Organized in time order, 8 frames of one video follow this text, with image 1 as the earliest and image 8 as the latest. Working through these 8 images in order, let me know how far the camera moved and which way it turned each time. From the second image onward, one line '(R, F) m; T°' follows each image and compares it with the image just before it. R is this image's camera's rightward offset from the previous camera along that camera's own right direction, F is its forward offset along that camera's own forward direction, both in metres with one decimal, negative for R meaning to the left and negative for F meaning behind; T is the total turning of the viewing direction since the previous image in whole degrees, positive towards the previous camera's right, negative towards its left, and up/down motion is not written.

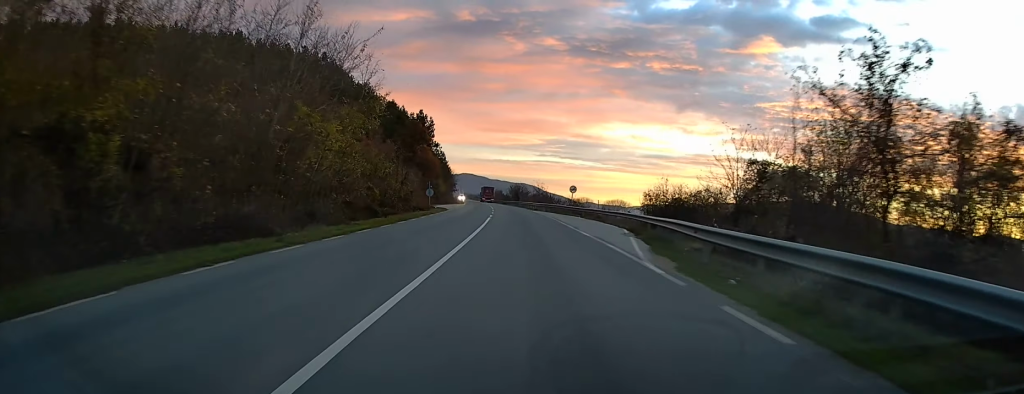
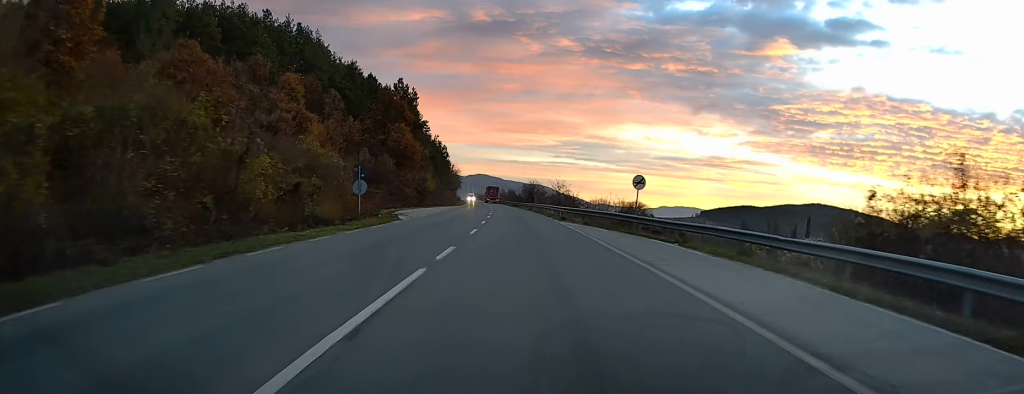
(0.0, +29.8) m; -1°
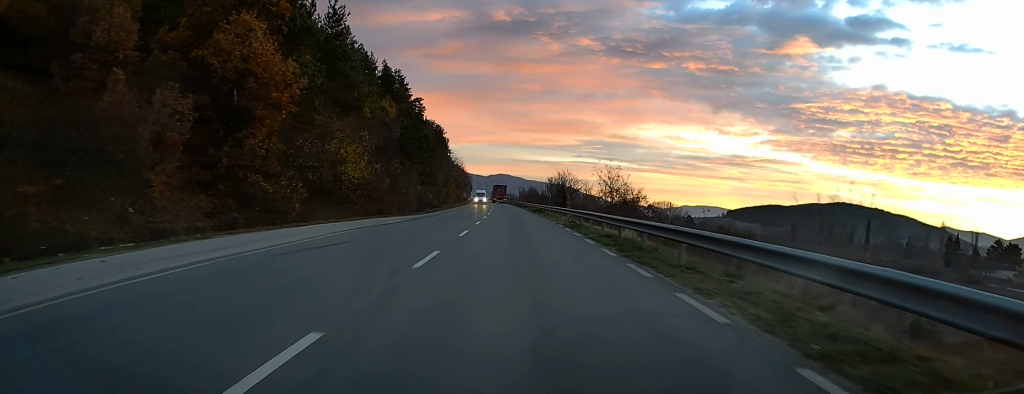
(-1.1, +46.5) m; -2°
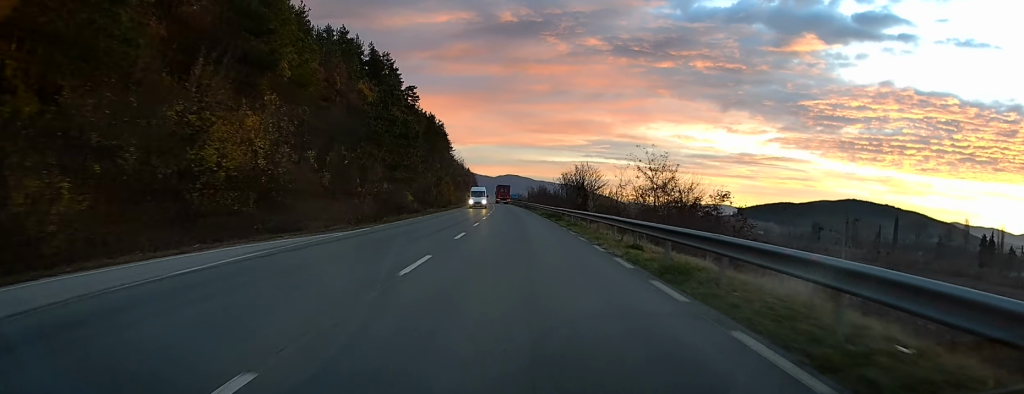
(0.0, +18.9) m; 0°
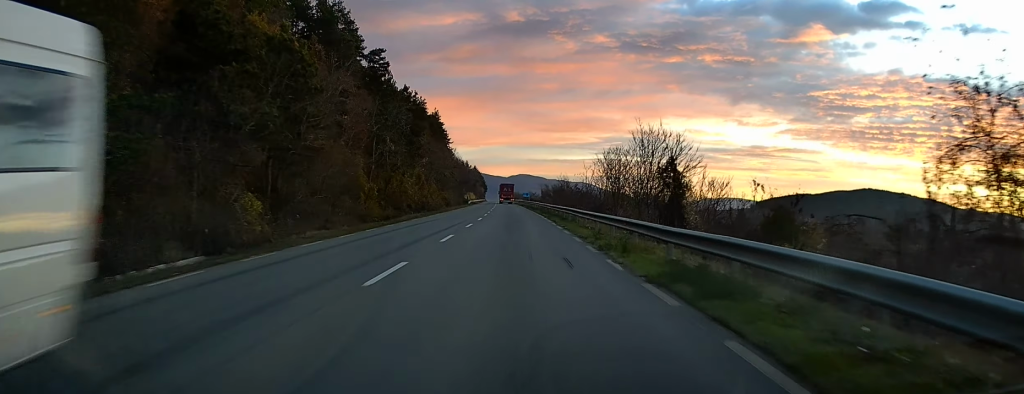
(-0.2, +37.0) m; -1°
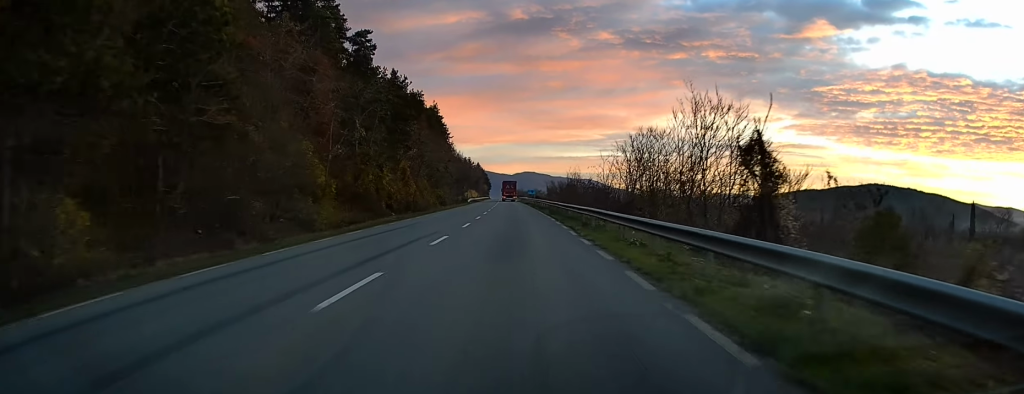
(-0.1, +10.9) m; -1°
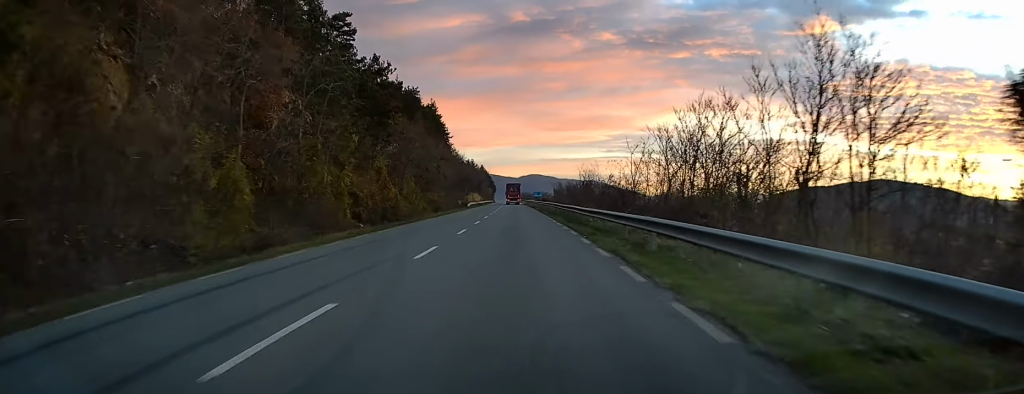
(-0.1, +11.6) m; -1°
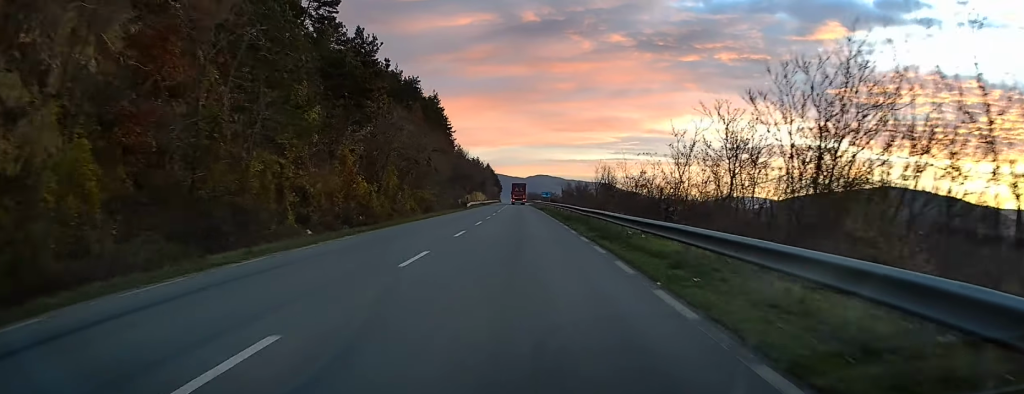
(-0.1, +10.9) m; -1°
